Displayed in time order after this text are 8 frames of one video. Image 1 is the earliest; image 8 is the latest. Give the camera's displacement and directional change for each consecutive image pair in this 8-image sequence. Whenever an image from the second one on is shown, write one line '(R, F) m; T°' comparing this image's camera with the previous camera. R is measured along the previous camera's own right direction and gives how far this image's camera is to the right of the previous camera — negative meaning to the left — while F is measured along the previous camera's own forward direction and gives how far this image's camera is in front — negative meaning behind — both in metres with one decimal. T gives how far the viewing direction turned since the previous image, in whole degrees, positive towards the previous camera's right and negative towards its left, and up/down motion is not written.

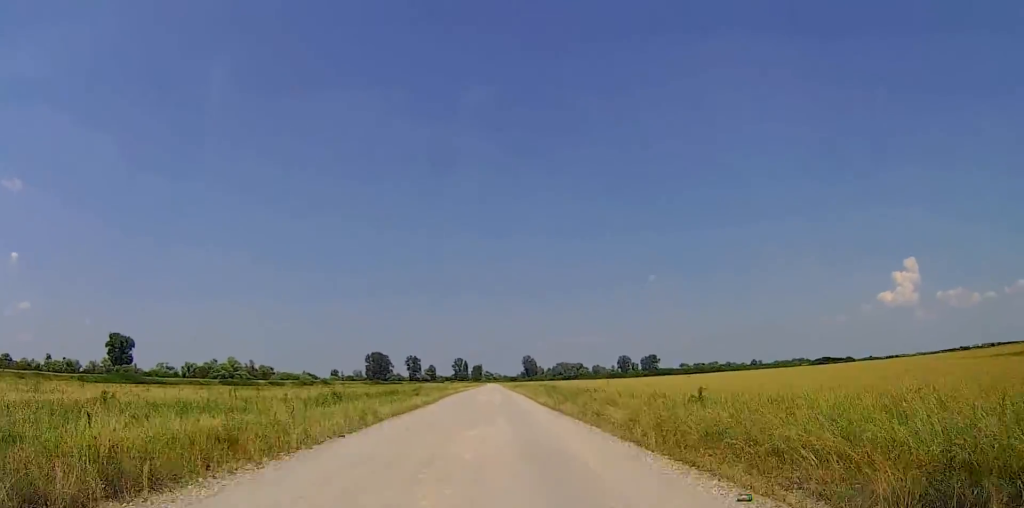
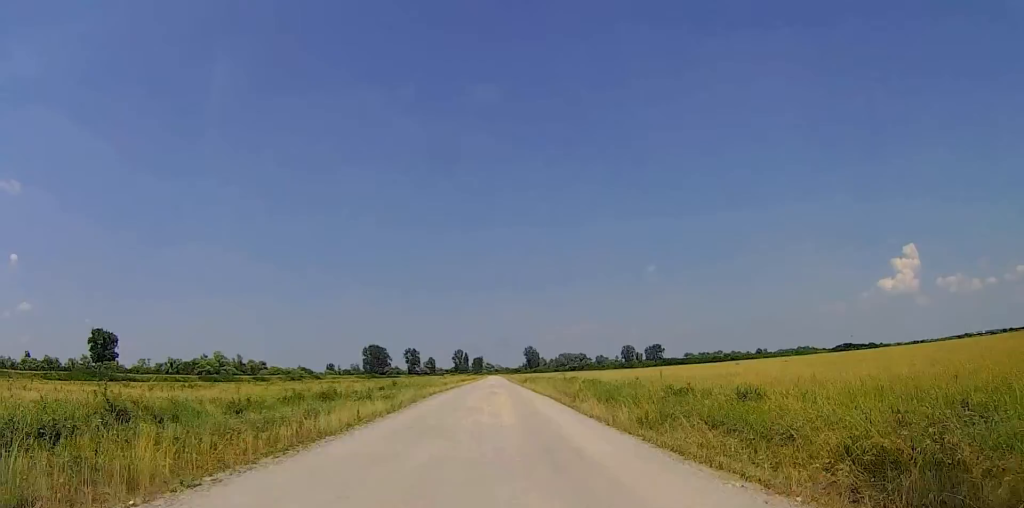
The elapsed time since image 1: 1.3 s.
(+0.2, +19.6) m; +1°
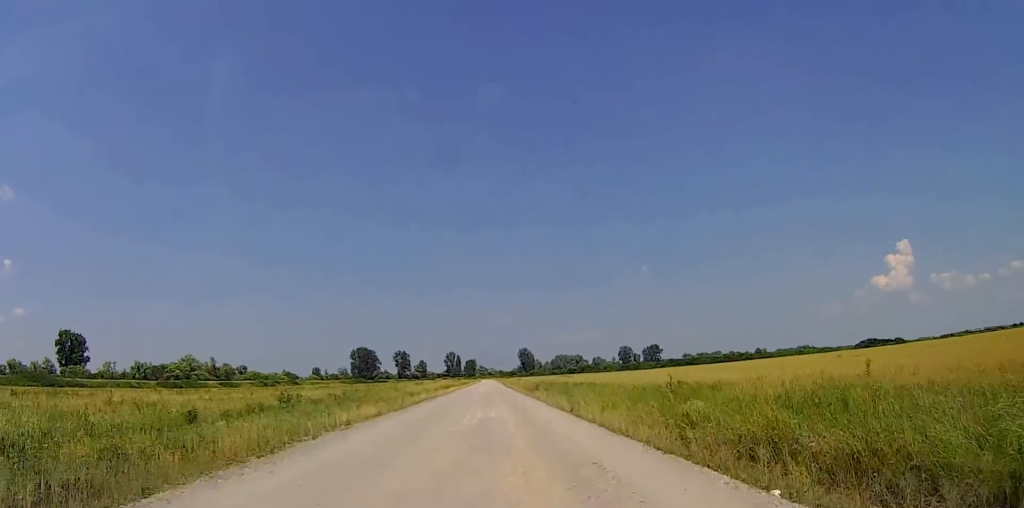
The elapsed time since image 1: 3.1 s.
(+0.1, +25.8) m; 0°
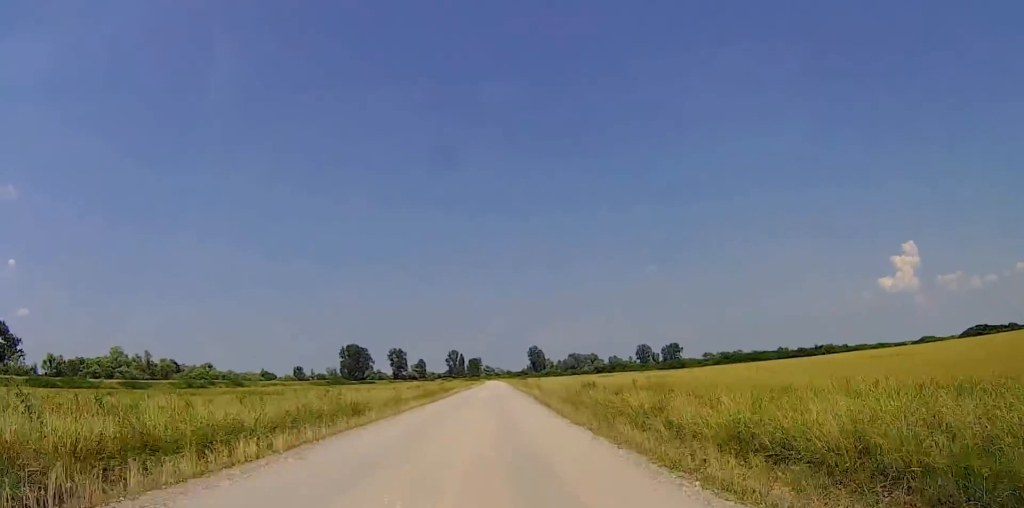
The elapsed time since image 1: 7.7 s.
(-0.9, +68.9) m; -2°
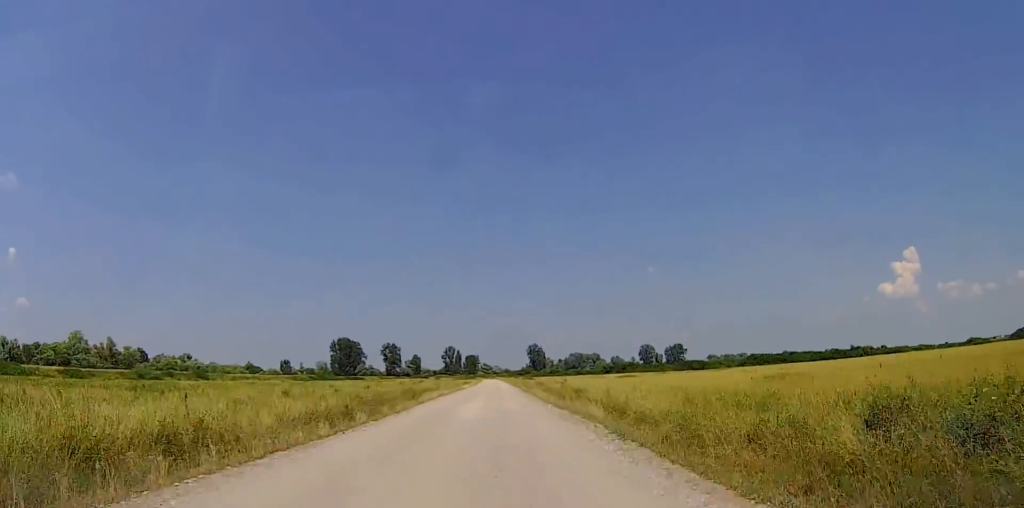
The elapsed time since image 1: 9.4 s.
(-0.4, +26.5) m; 0°
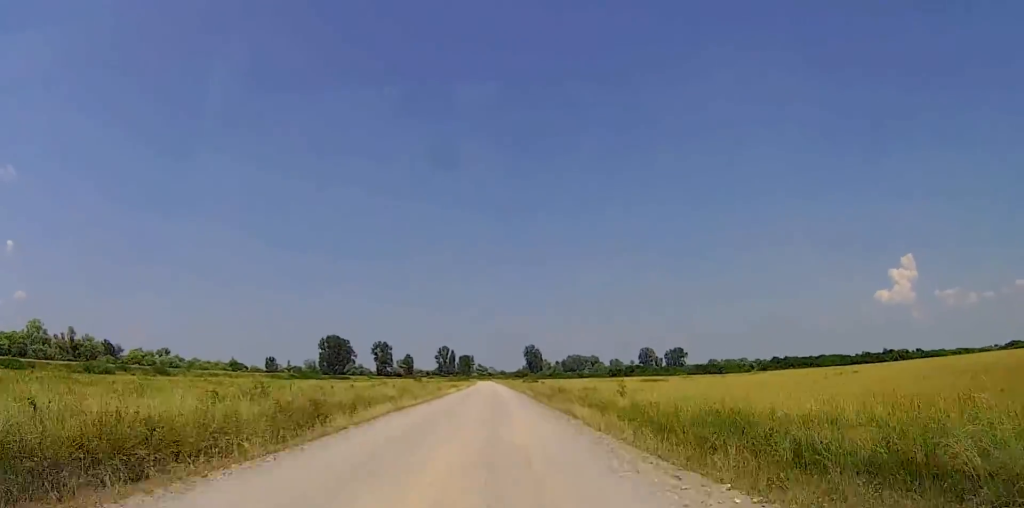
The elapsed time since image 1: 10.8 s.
(+0.4, +21.6) m; +1°
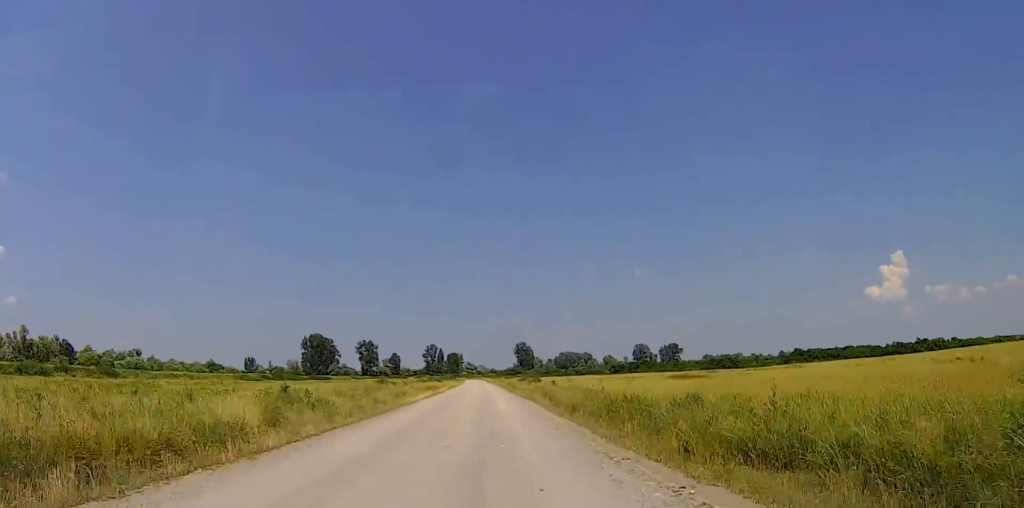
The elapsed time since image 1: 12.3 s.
(+0.2, +21.5) m; 0°
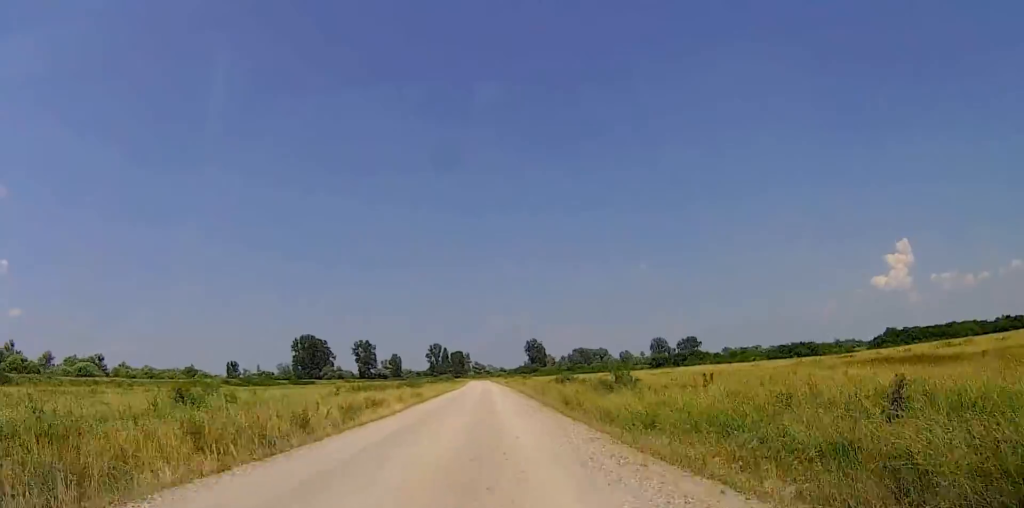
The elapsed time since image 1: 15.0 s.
(0.0, +41.7) m; 0°
